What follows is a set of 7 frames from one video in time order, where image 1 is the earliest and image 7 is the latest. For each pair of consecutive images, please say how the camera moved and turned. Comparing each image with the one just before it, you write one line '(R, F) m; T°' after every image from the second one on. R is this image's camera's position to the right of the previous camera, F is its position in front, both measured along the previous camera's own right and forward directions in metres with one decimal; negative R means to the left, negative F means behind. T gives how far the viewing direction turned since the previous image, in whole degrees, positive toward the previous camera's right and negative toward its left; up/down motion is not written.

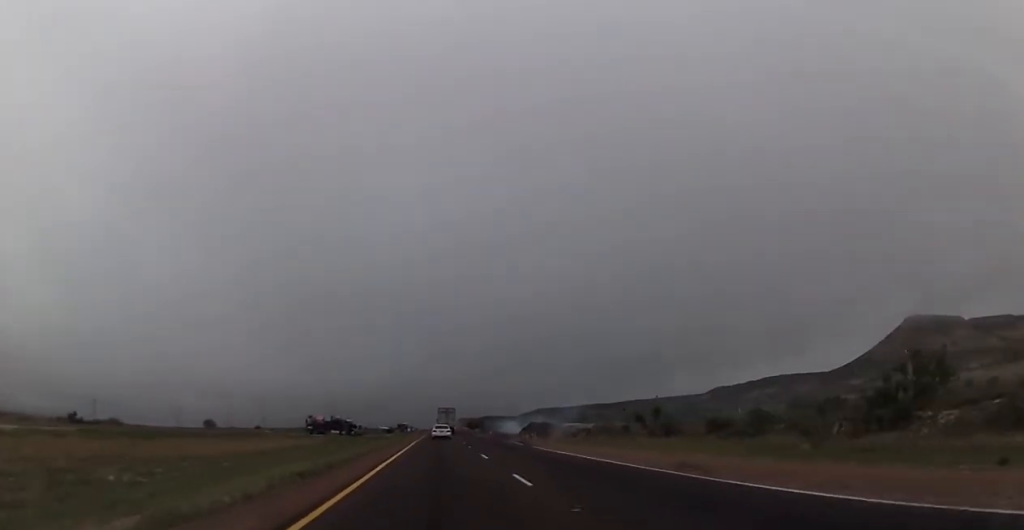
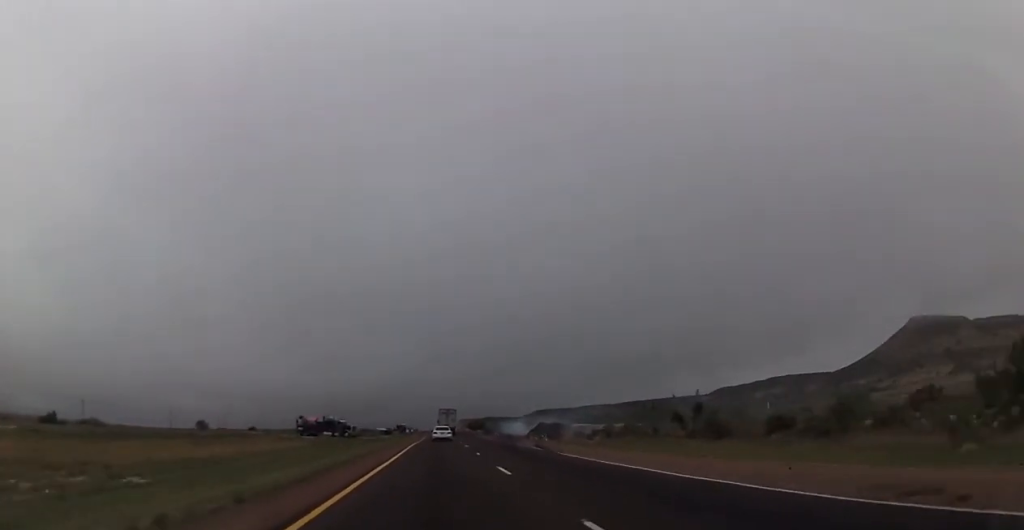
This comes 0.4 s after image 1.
(0.0, +8.4) m; +1°
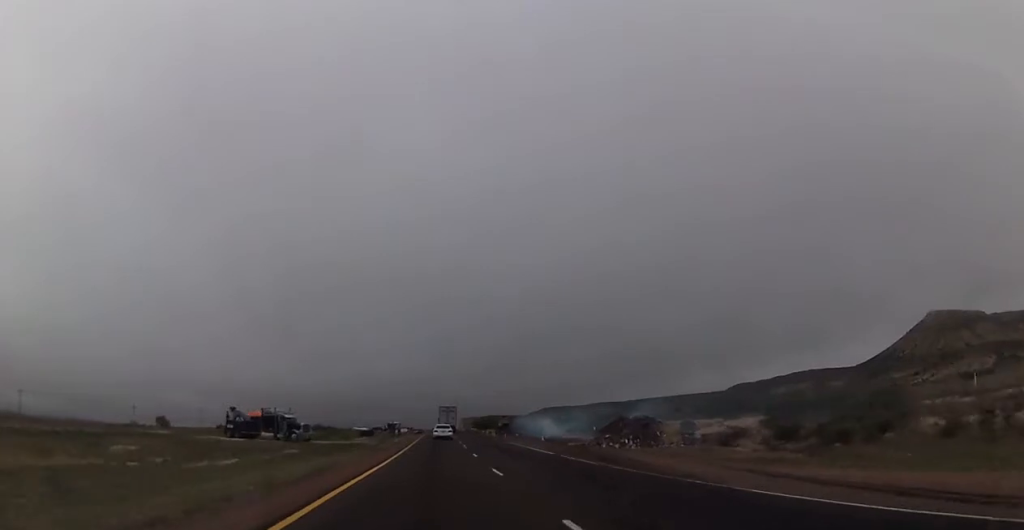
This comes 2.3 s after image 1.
(+0.1, +37.0) m; -1°
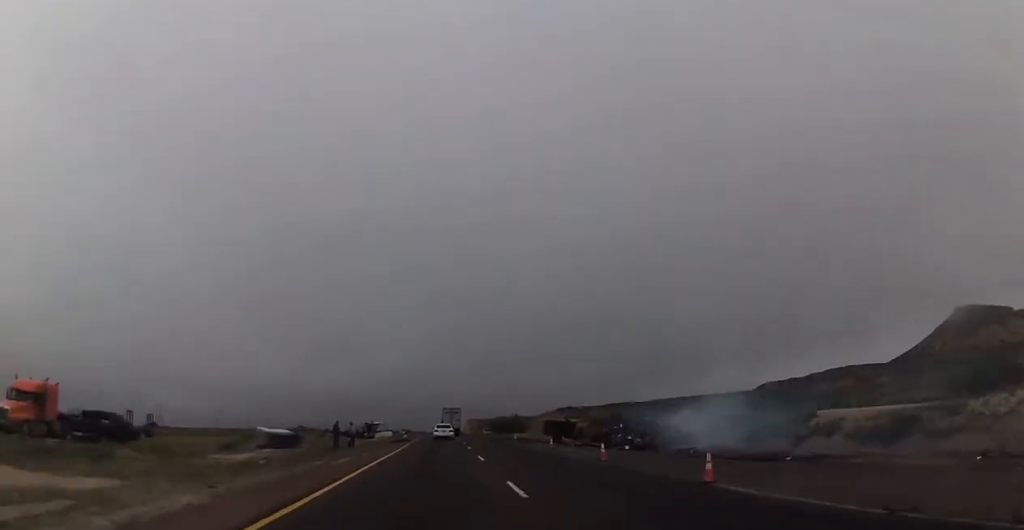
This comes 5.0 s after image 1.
(+0.2, +53.9) m; 0°
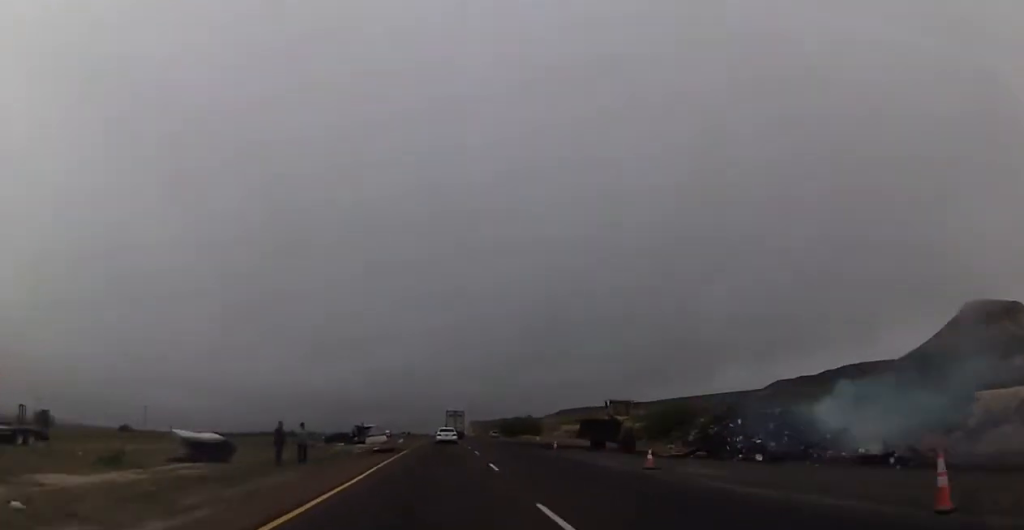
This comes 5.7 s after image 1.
(0.0, +16.0) m; 0°
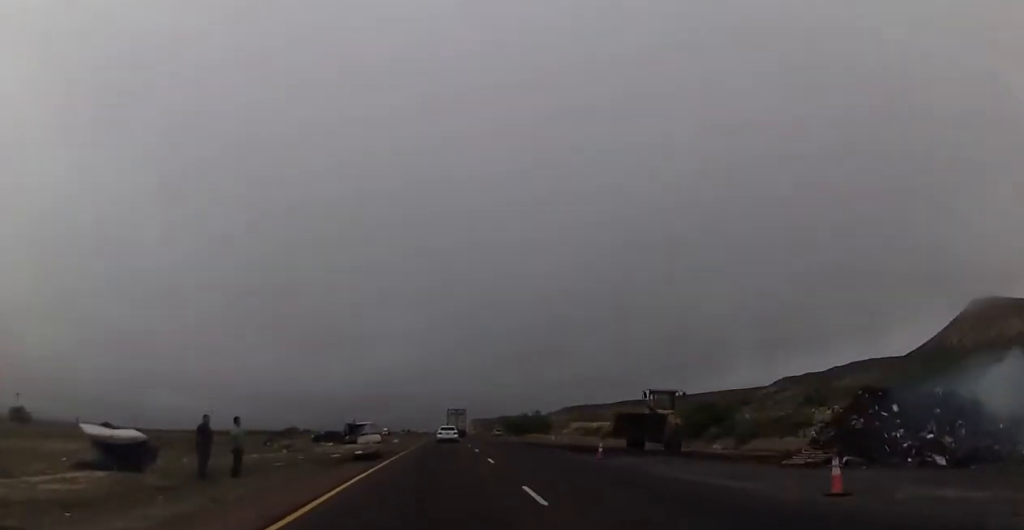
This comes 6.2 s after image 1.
(0.0, +9.1) m; 0°
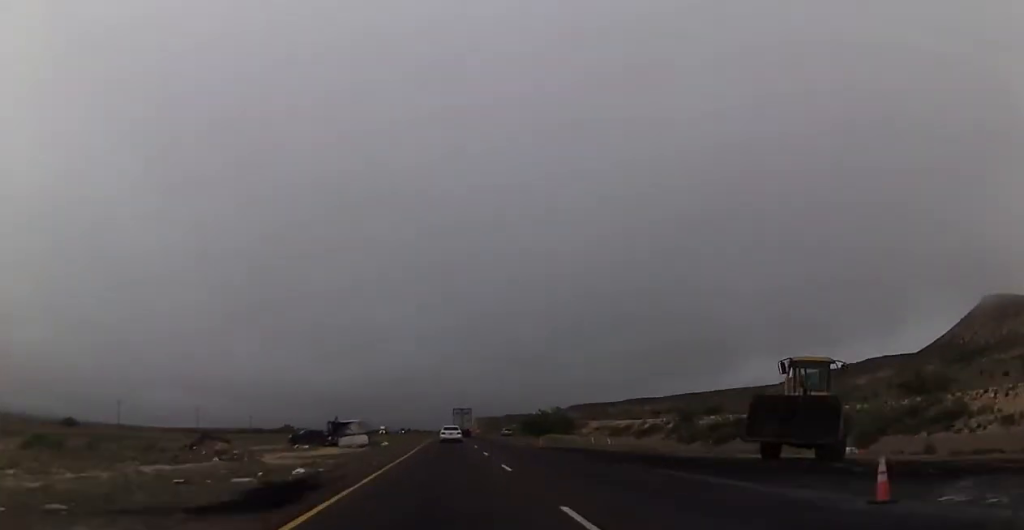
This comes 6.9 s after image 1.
(0.0, +15.5) m; 0°
